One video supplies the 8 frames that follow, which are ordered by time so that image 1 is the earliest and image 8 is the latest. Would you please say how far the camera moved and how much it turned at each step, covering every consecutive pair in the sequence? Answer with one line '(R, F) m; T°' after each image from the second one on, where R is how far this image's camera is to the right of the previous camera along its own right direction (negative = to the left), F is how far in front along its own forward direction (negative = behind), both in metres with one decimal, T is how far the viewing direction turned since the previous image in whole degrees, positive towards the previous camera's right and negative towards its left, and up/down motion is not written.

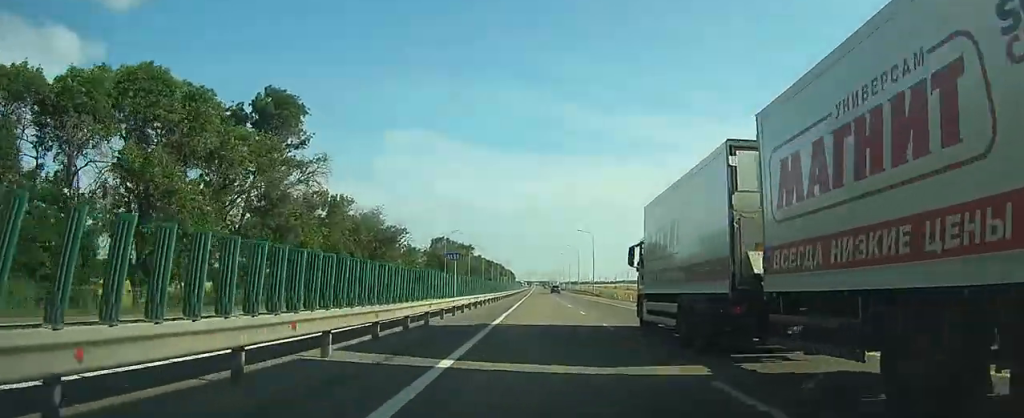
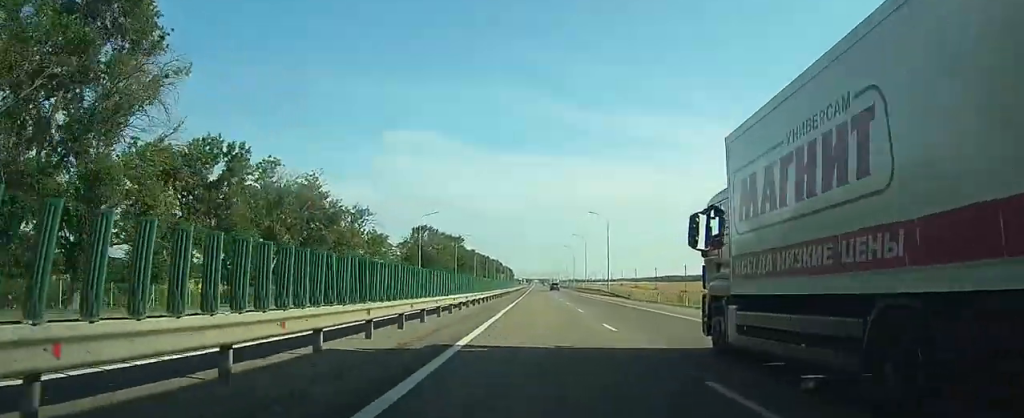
(0.0, +24.0) m; 0°
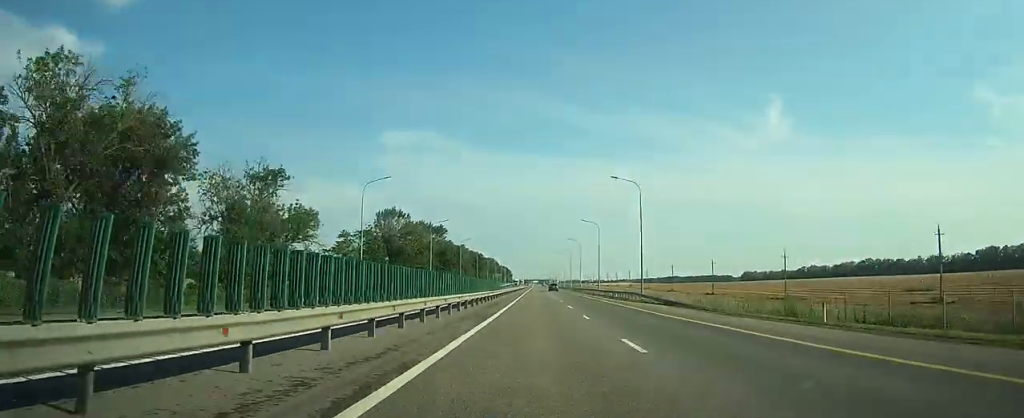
(0.0, +29.1) m; 0°
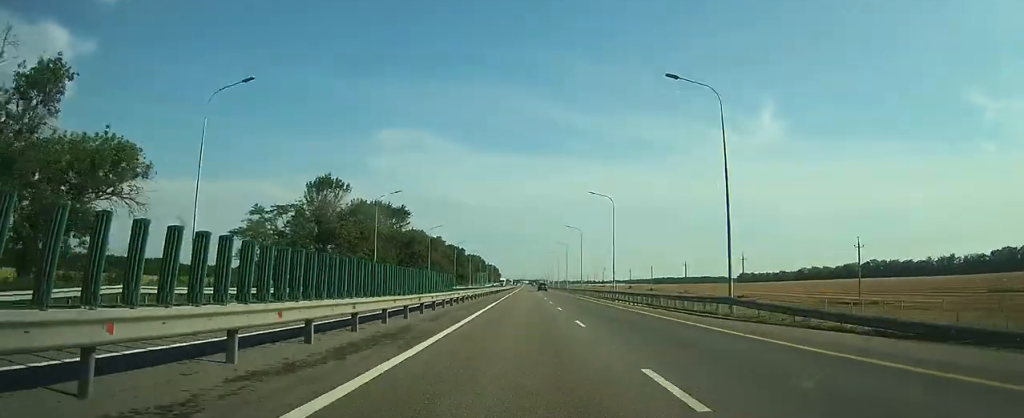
(0.0, +29.3) m; 0°
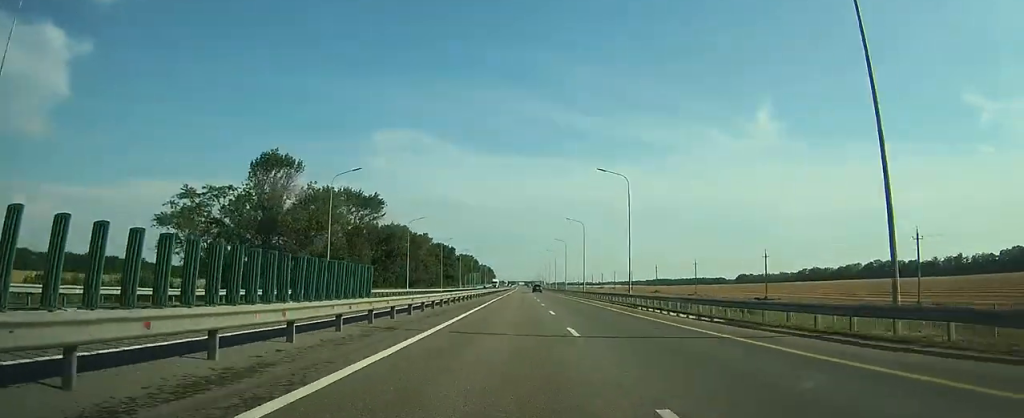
(0.0, +14.7) m; 0°
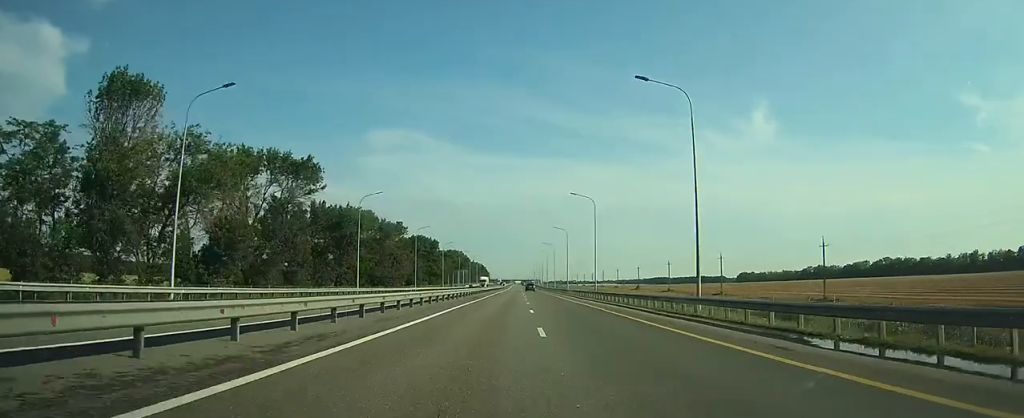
(+0.1, +24.5) m; 0°
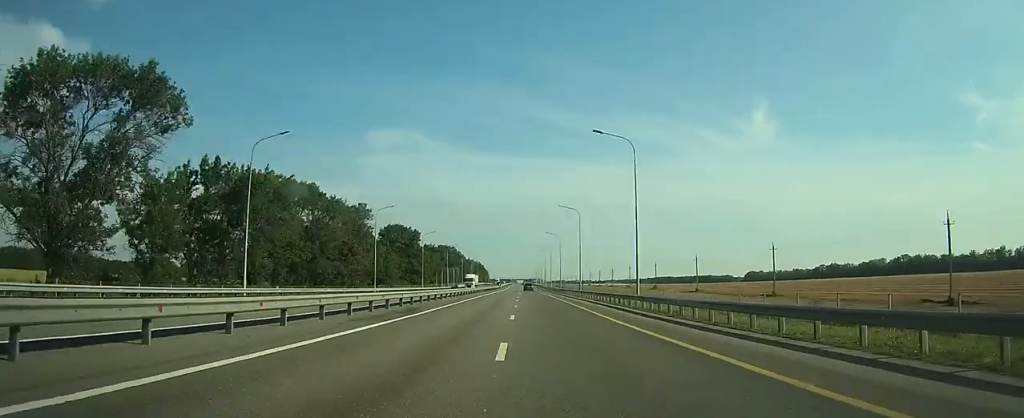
(+0.1, +28.4) m; 0°
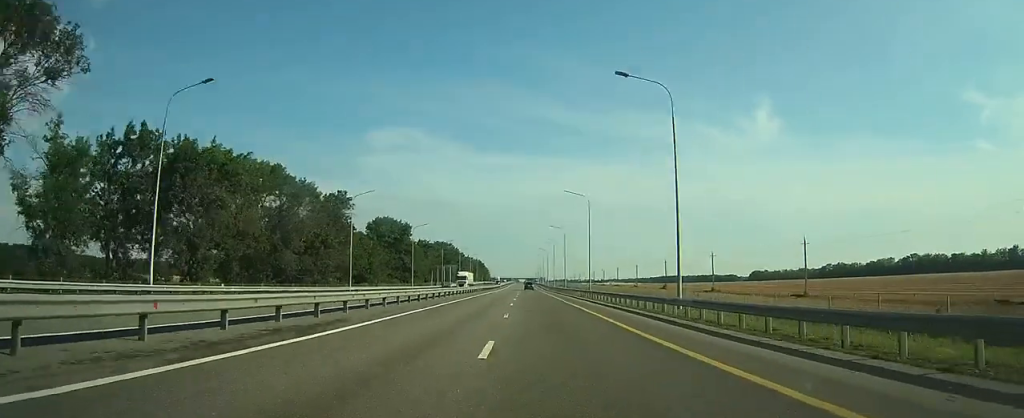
(0.0, +11.7) m; 0°
